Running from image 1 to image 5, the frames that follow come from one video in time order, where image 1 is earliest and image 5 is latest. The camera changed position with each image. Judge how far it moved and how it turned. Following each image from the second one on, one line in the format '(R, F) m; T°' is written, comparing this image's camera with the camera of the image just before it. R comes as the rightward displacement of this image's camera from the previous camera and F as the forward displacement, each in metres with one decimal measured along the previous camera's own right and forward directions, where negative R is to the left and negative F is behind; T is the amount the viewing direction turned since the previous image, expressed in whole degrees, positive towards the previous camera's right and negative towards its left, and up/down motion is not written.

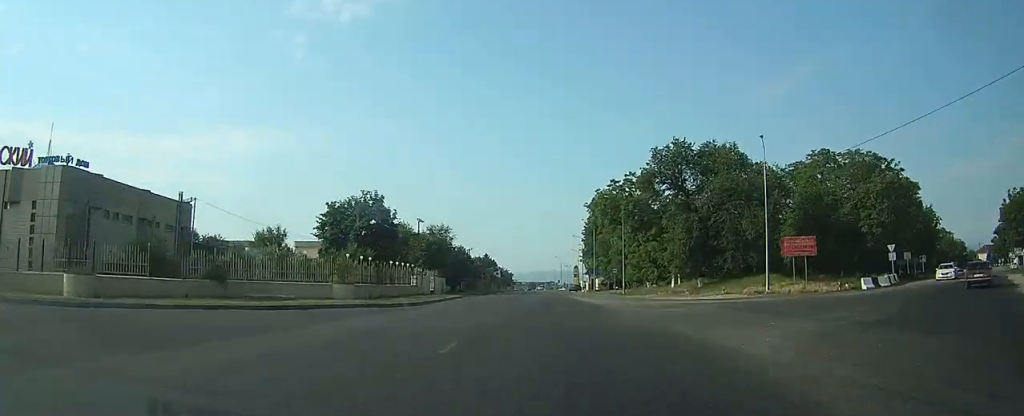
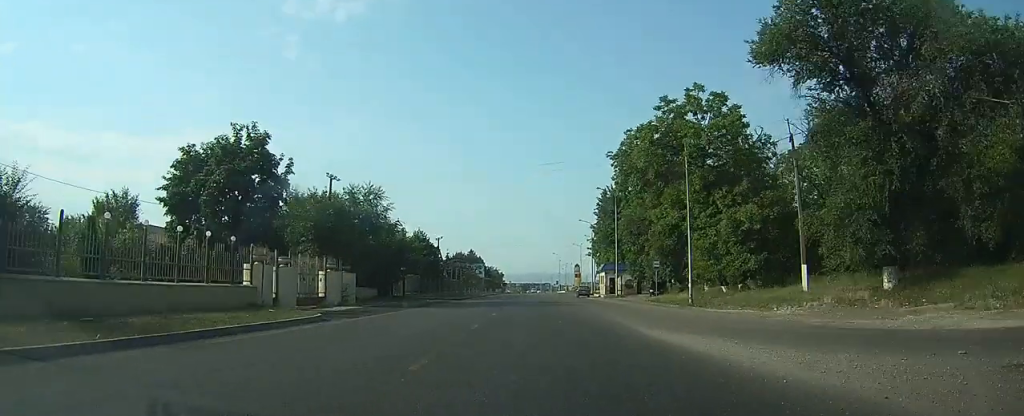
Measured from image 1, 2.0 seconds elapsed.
(+0.1, +33.9) m; 0°
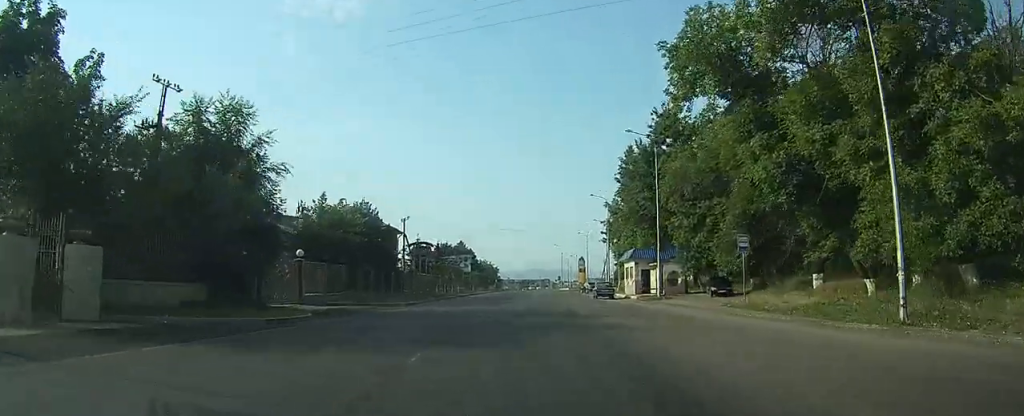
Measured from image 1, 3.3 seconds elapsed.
(+0.1, +23.4) m; +1°
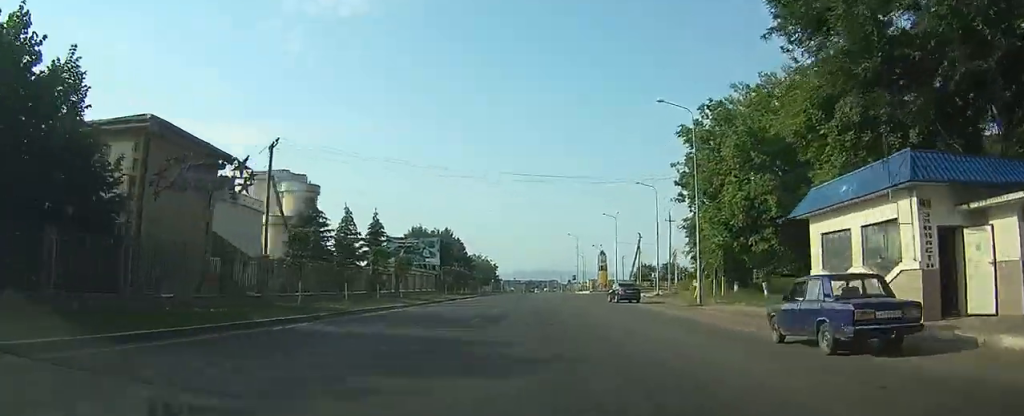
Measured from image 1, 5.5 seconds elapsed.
(+0.2, +38.1) m; 0°
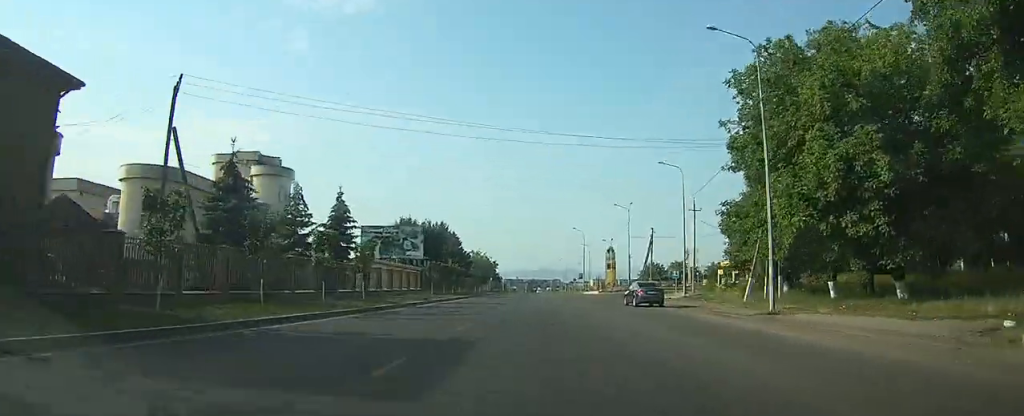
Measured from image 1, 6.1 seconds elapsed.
(0.0, +10.5) m; 0°
